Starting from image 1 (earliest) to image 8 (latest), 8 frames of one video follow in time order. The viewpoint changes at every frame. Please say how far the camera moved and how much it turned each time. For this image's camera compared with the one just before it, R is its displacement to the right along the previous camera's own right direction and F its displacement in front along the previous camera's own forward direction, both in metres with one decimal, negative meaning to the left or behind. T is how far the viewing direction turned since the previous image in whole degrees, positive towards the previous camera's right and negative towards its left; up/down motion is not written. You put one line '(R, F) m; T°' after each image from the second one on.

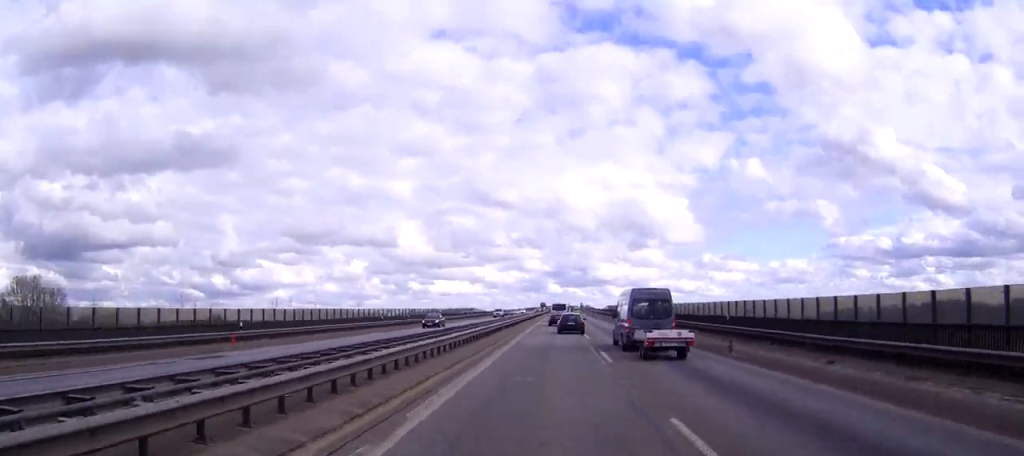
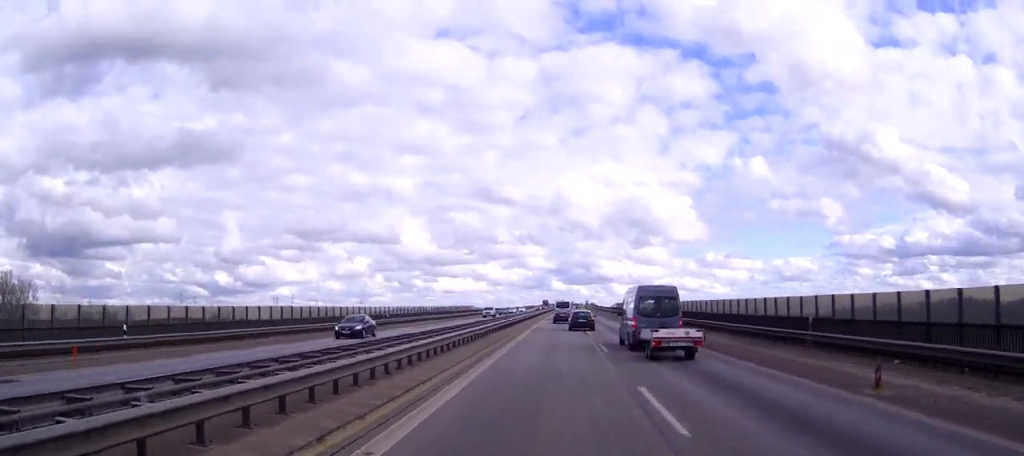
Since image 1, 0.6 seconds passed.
(0.0, +13.4) m; 0°
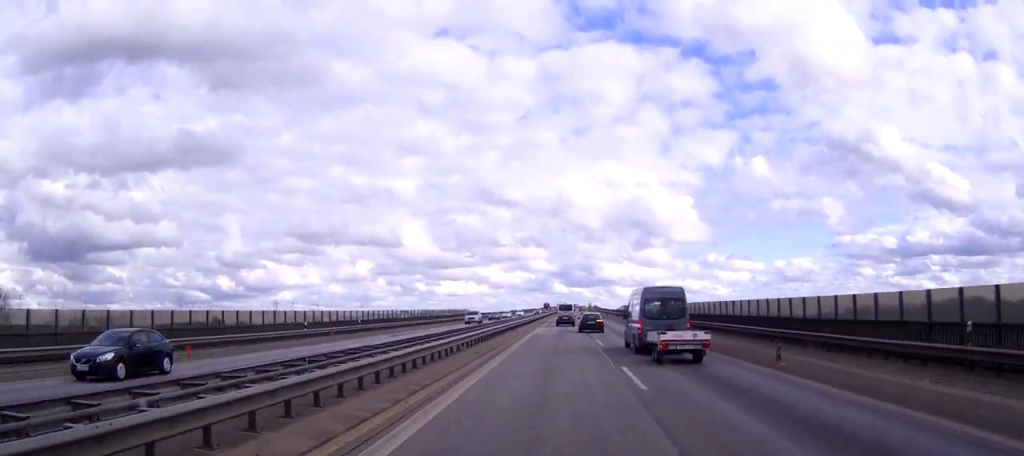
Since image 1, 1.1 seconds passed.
(0.0, +11.9) m; 0°
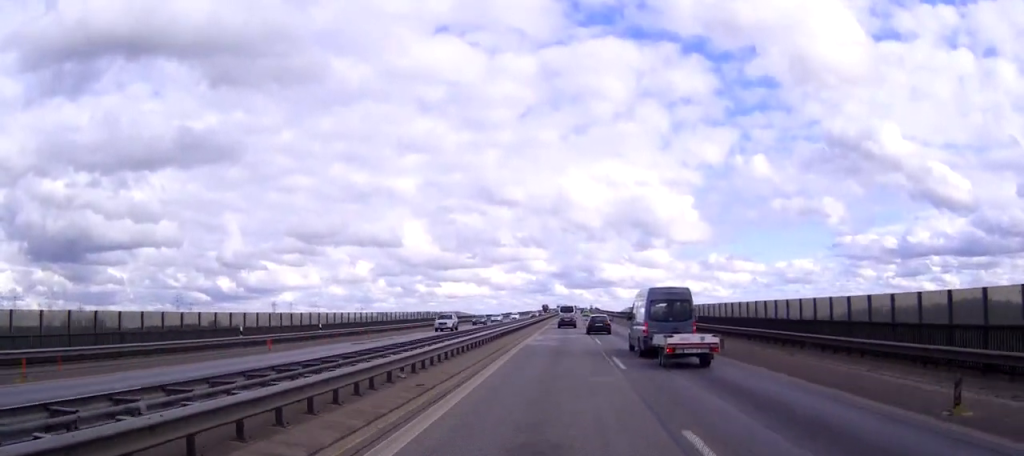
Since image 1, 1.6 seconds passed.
(0.0, +11.2) m; 0°
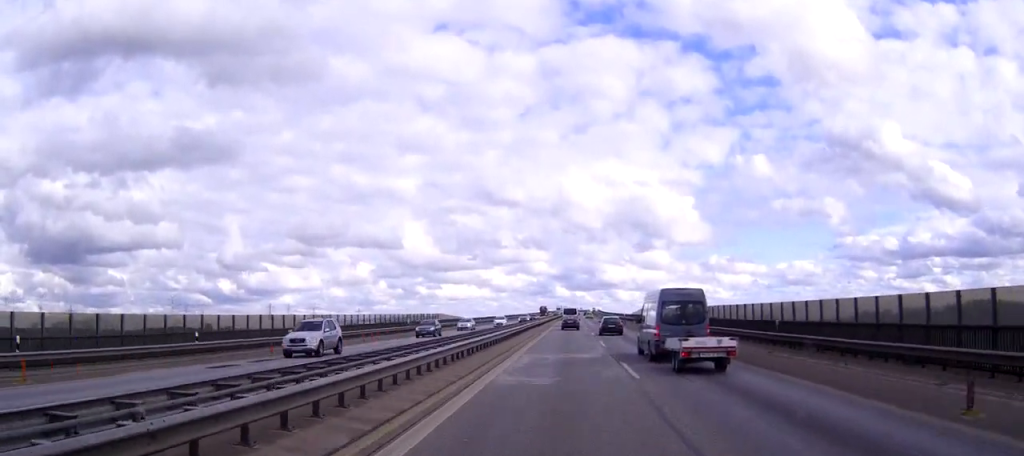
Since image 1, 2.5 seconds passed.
(-0.1, +20.2) m; 0°
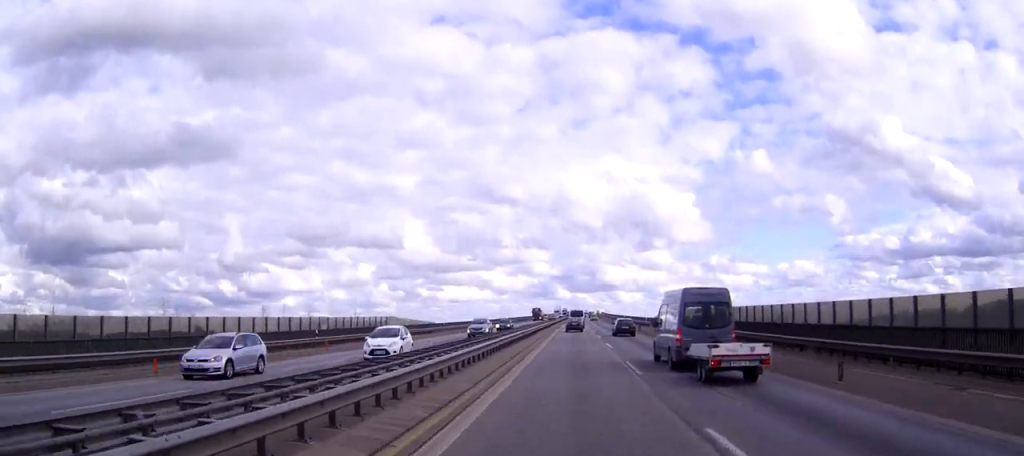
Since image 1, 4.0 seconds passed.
(-0.2, +32.3) m; 0°
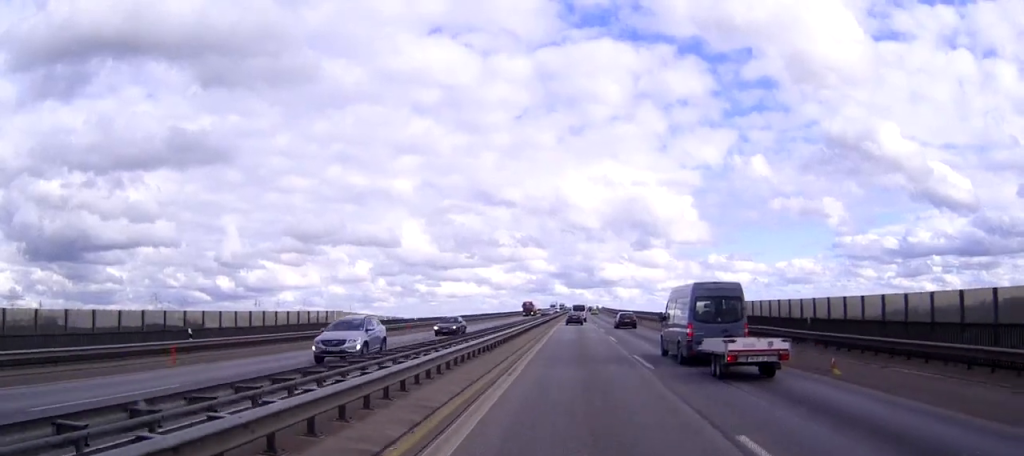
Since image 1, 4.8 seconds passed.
(0.0, +18.8) m; 0°
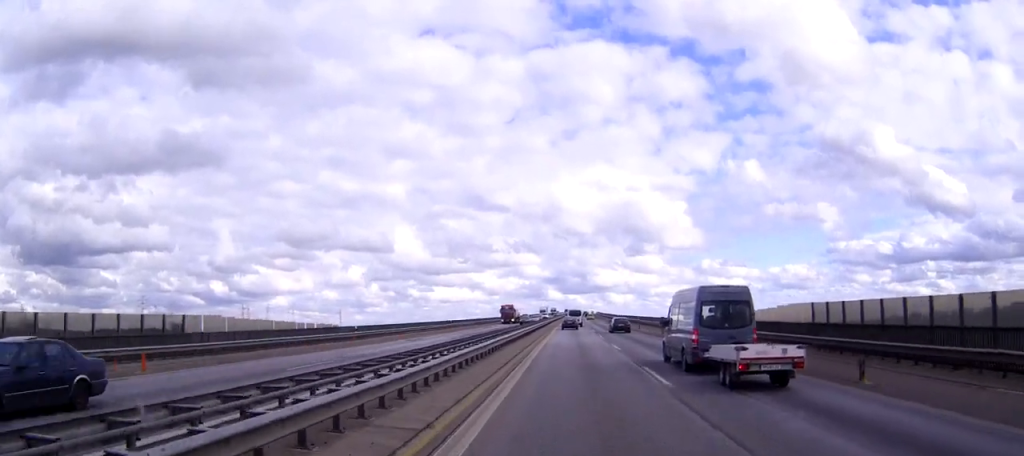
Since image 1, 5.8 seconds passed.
(0.0, +21.9) m; 0°
